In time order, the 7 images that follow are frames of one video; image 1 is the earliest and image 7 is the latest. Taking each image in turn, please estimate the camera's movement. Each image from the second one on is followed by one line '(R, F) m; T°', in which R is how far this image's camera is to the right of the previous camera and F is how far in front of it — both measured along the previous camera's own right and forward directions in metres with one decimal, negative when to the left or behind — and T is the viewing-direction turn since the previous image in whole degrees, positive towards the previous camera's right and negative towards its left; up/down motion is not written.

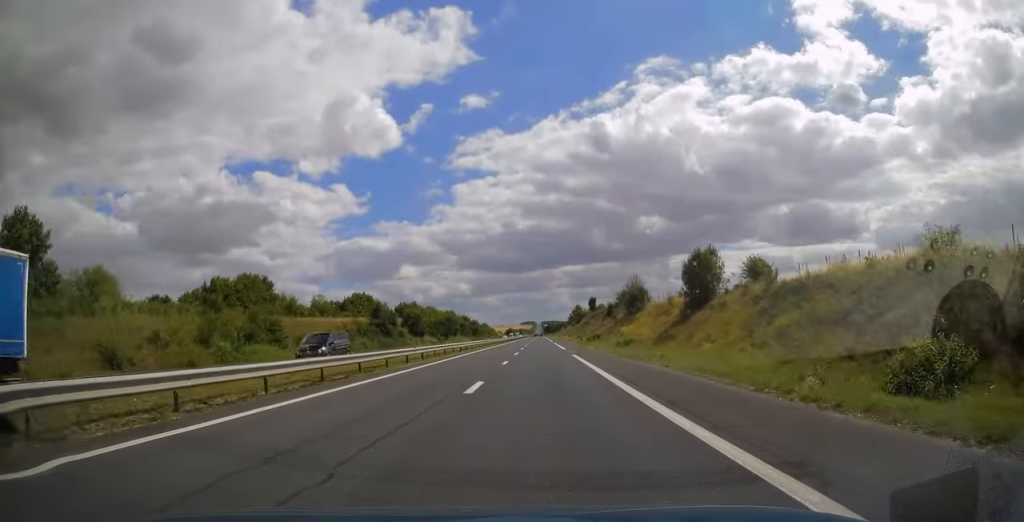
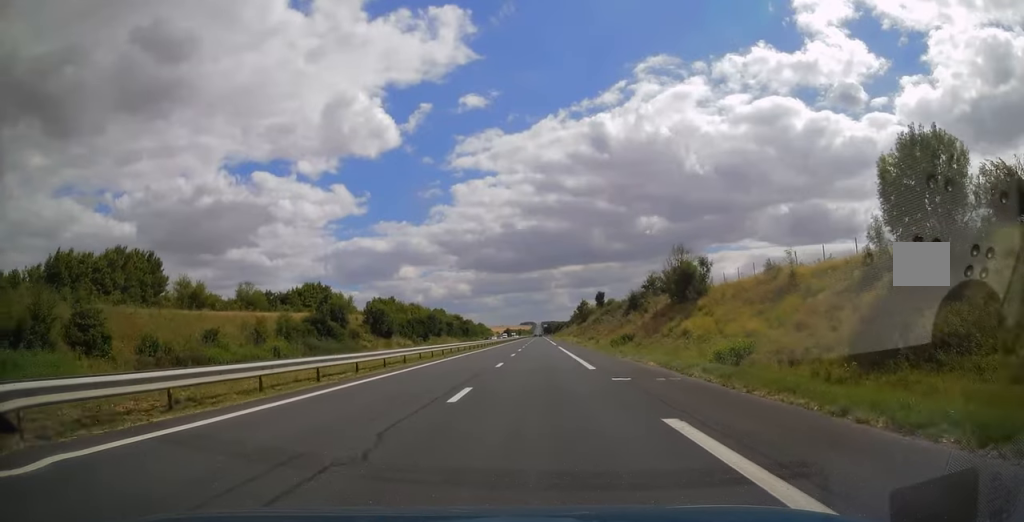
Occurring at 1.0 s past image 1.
(0.0, +28.0) m; 0°
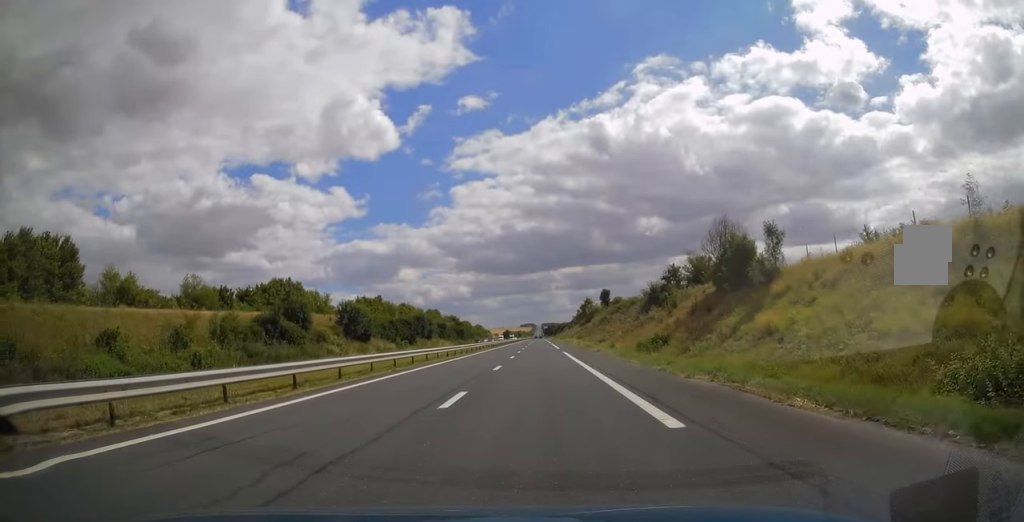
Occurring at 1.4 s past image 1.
(0.0, +13.8) m; 0°
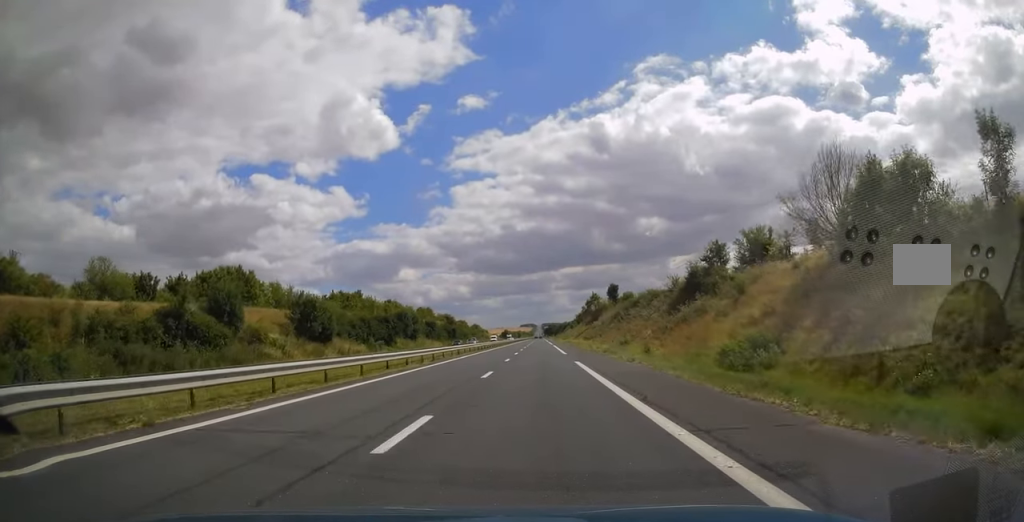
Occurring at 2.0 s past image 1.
(0.0, +17.2) m; 0°
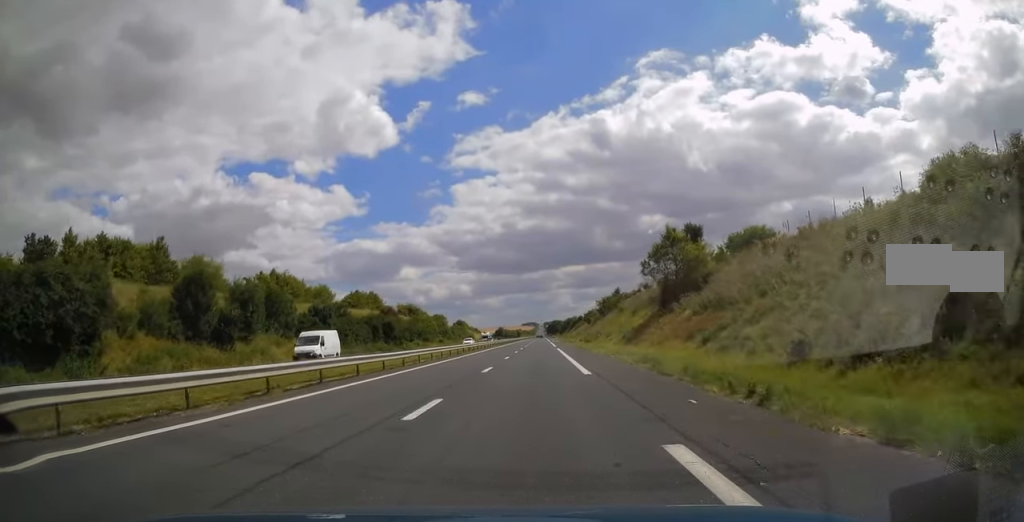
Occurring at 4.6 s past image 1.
(-0.1, +75.8) m; 0°
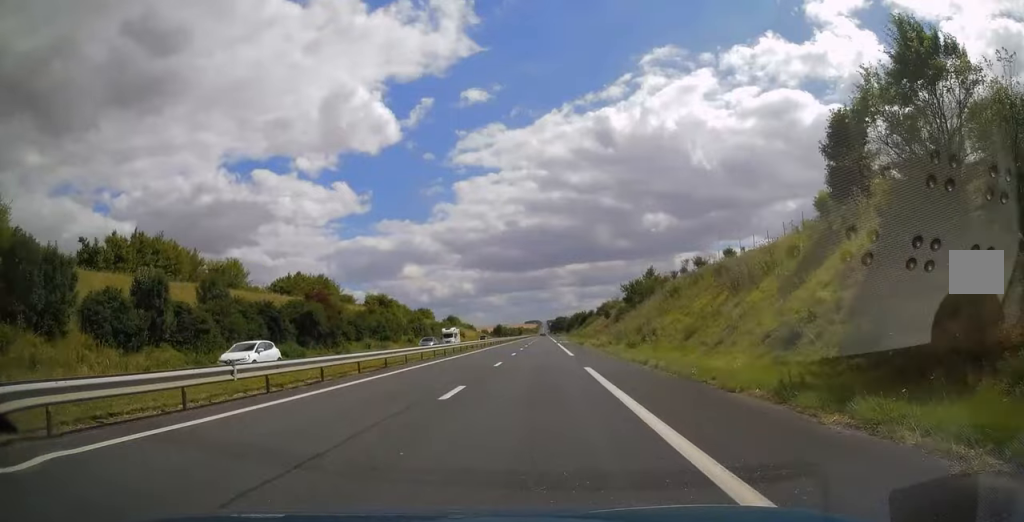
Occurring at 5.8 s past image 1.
(0.0, +36.3) m; 0°
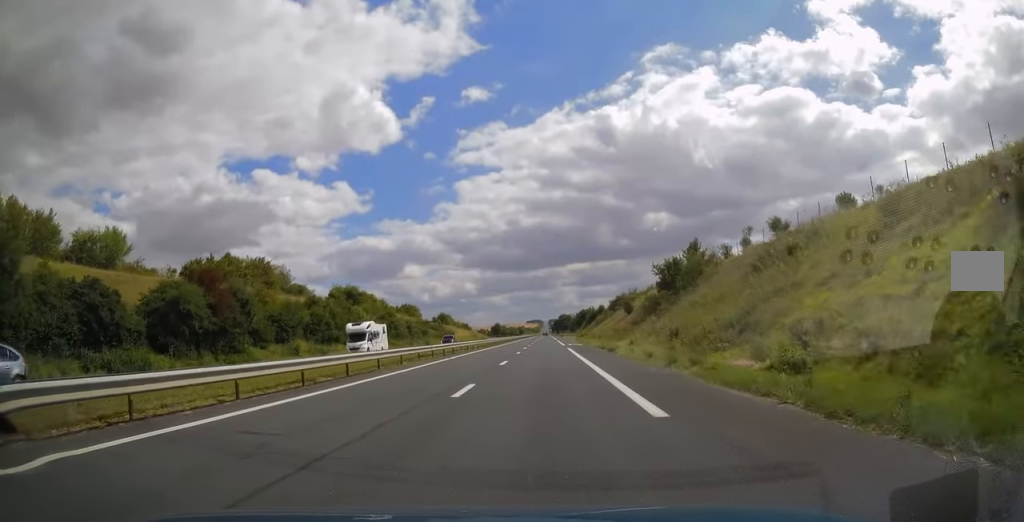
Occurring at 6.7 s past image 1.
(-0.1, +26.0) m; 0°
